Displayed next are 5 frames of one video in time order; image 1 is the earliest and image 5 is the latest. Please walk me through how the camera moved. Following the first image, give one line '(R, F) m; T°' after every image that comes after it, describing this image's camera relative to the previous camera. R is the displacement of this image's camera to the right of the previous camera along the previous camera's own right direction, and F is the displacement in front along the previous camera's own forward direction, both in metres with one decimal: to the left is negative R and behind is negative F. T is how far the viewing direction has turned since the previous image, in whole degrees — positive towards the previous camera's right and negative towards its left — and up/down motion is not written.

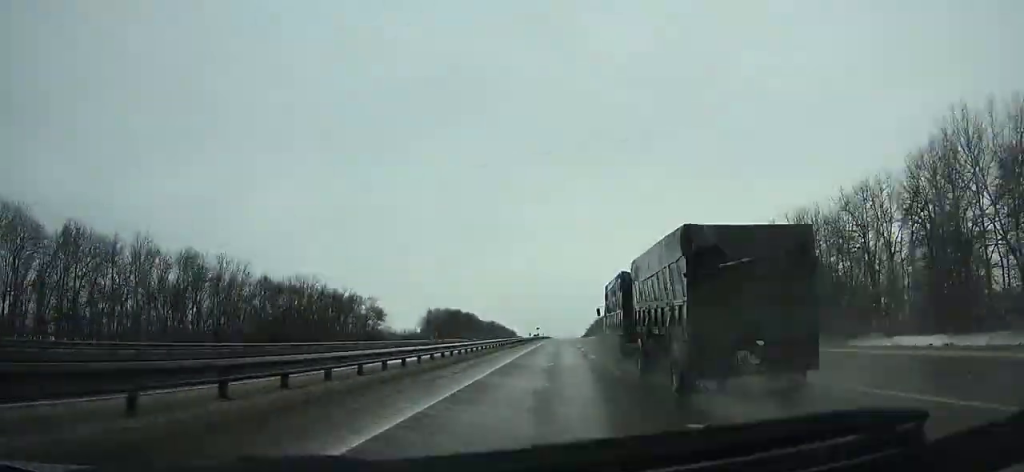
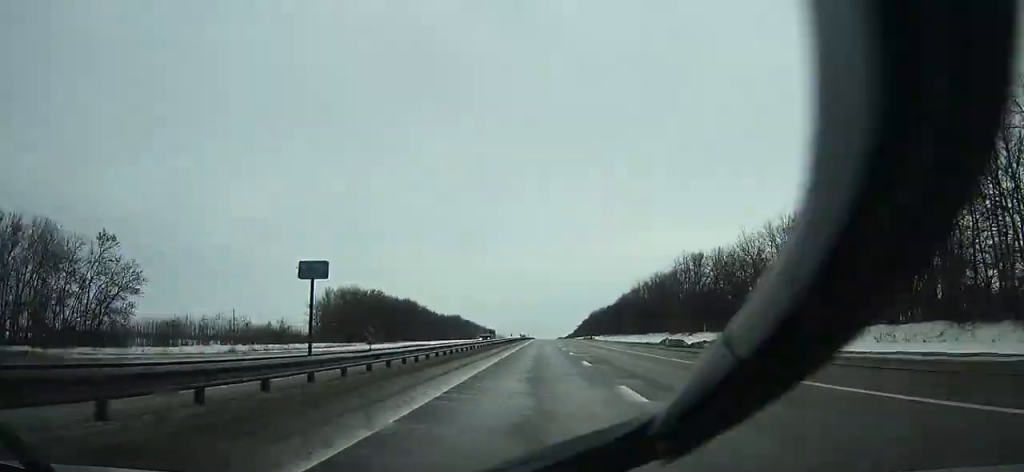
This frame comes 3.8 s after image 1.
(+1.2, +111.5) m; +1°
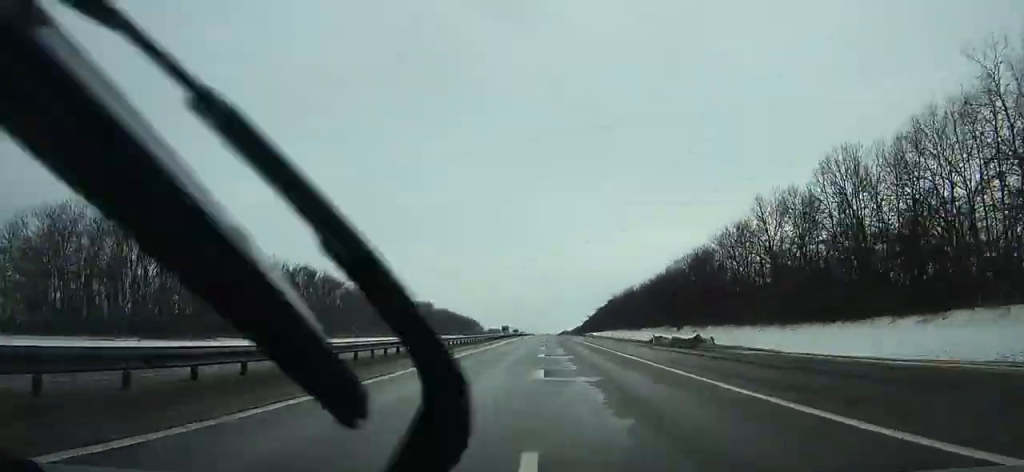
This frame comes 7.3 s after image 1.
(+0.7, +100.5) m; 0°
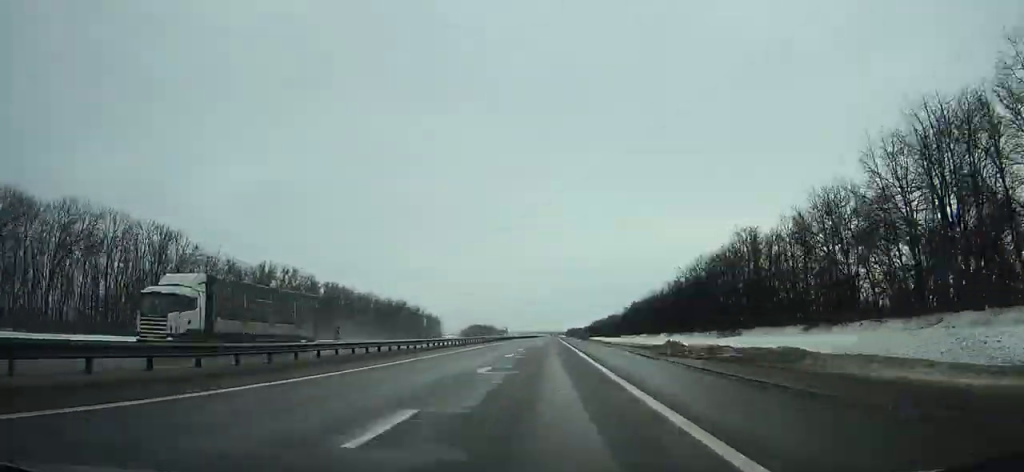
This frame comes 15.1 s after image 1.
(-1.6, +213.5) m; -1°
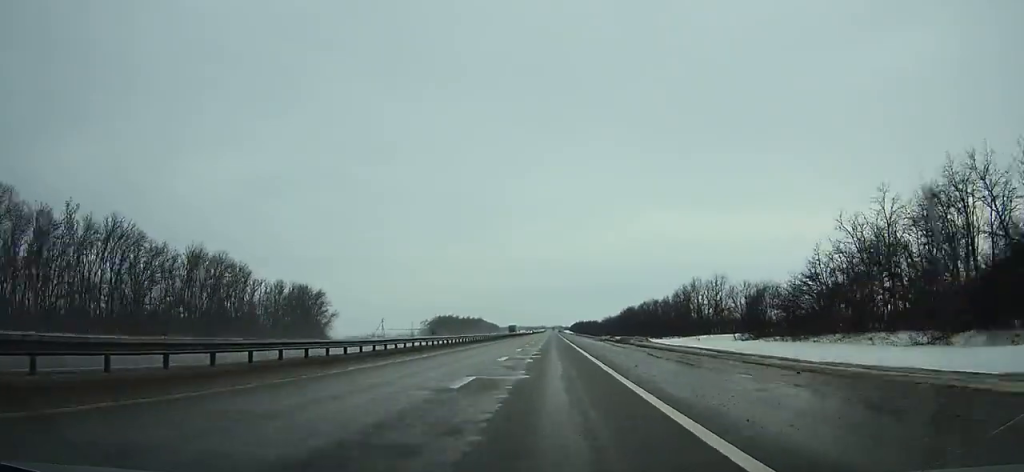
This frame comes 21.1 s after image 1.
(+0.1, +161.1) m; 0°
